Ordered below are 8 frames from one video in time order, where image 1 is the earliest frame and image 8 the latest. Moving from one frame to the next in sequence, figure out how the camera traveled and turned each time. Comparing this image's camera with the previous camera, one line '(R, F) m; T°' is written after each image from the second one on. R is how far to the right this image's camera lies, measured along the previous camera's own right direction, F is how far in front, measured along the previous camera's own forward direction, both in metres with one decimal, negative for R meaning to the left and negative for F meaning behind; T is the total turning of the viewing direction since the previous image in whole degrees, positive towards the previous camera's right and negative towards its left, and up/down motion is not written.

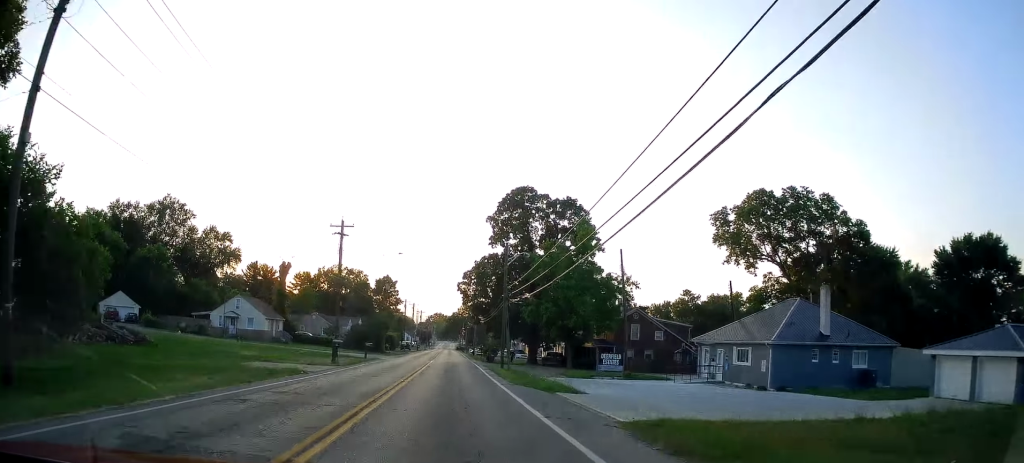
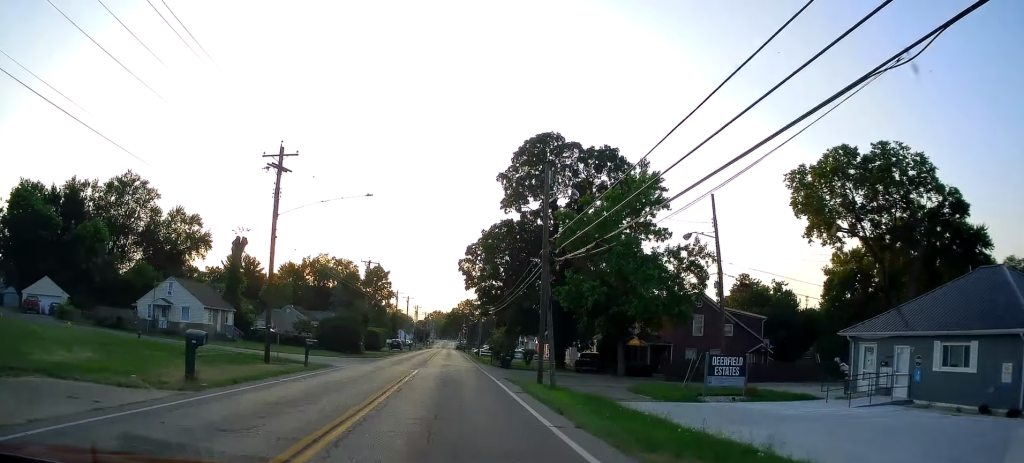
(+0.1, +18.1) m; +2°
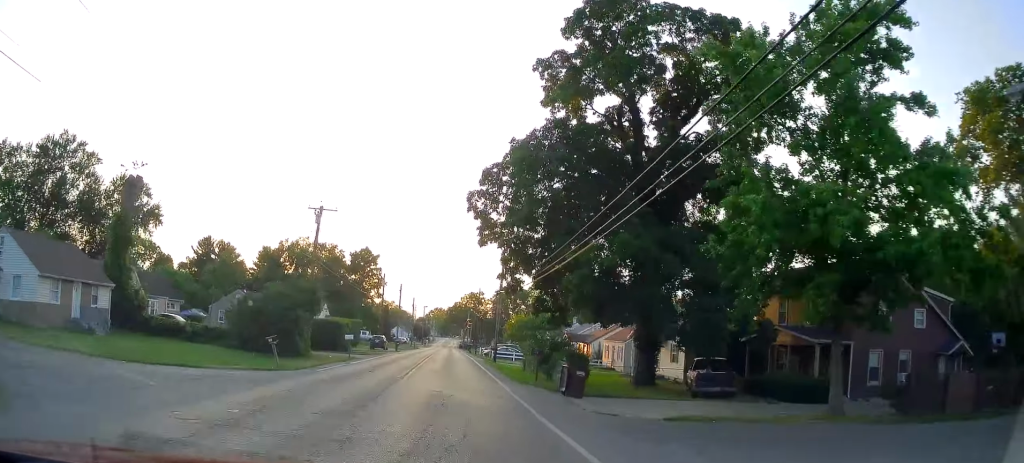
(+0.5, +24.0) m; 0°
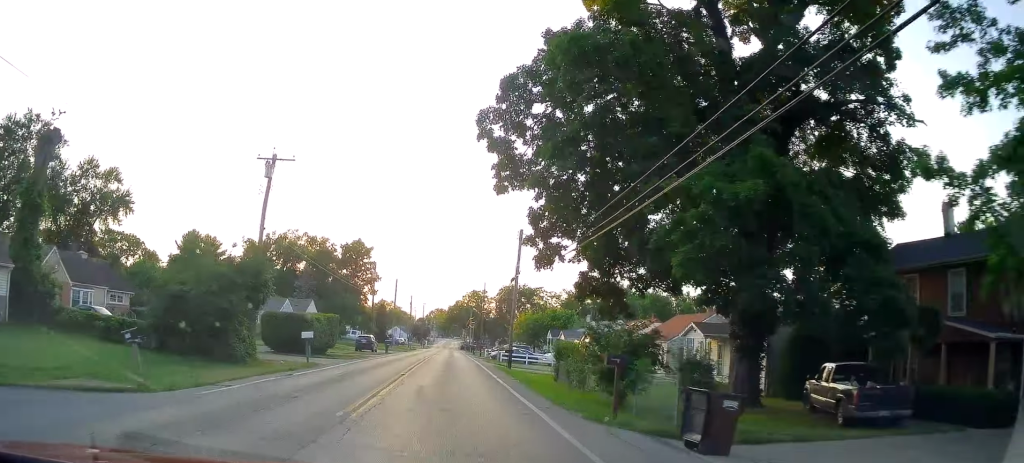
(-0.1, +10.8) m; -1°
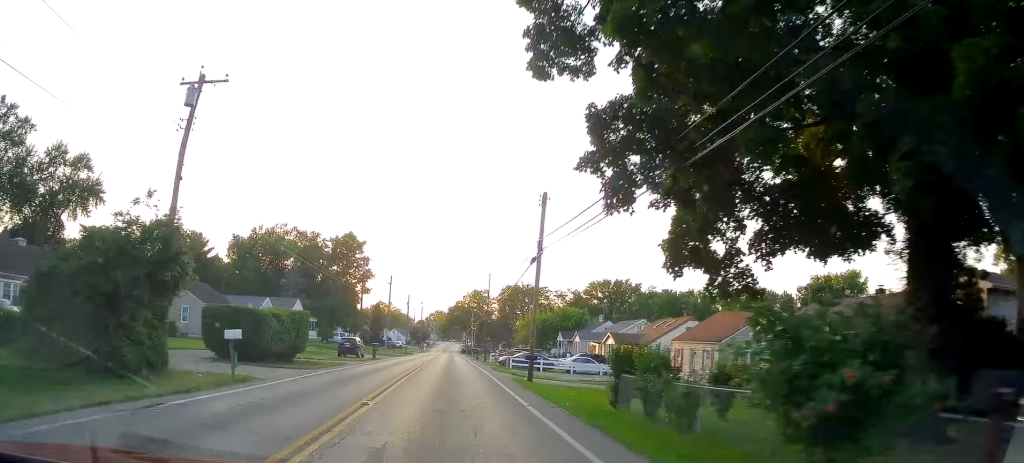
(-0.2, +9.0) m; 0°
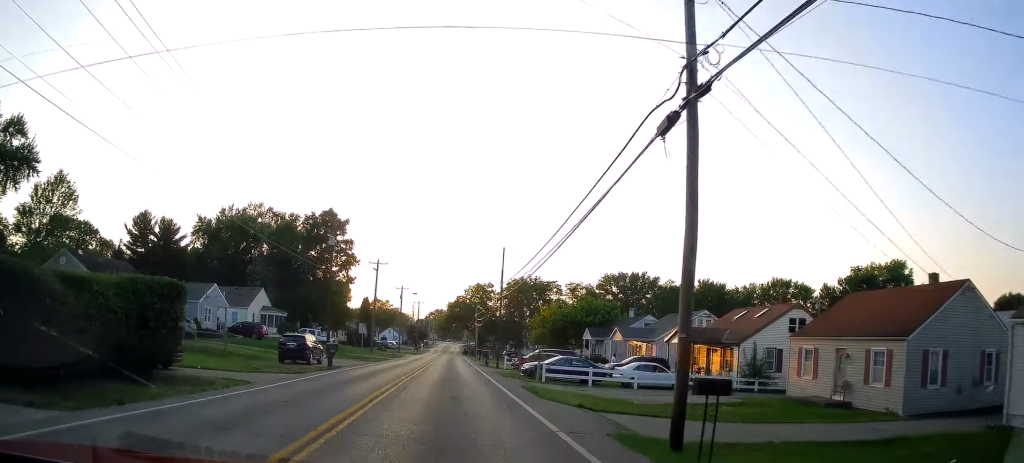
(+0.1, +16.8) m; 0°
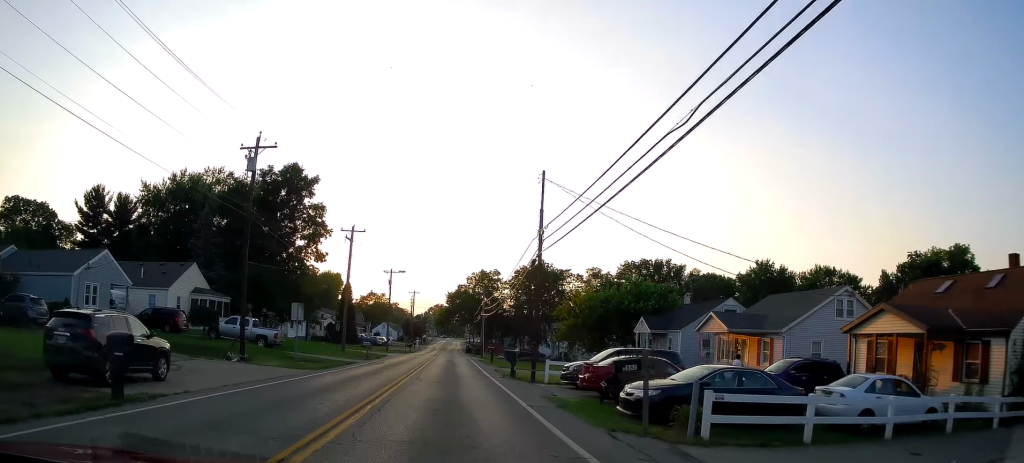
(-0.2, +19.9) m; 0°
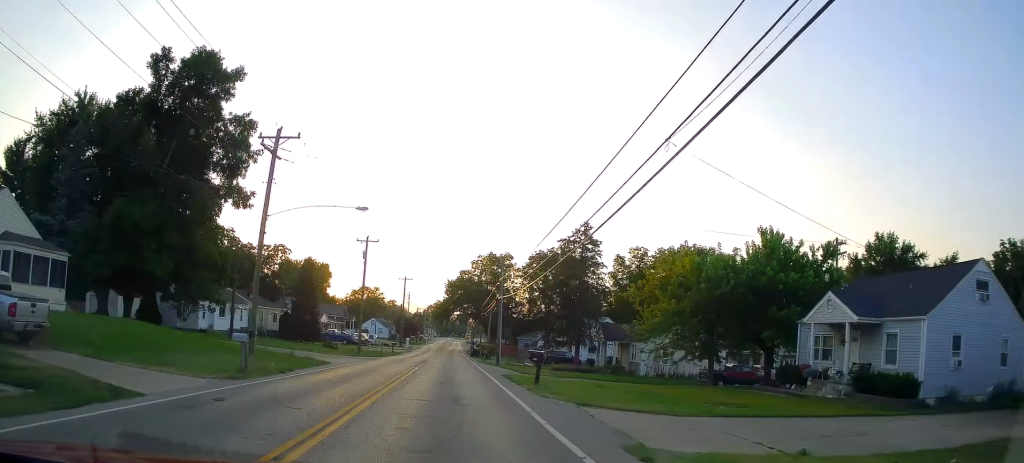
(+0.6, +25.9) m; +2°
